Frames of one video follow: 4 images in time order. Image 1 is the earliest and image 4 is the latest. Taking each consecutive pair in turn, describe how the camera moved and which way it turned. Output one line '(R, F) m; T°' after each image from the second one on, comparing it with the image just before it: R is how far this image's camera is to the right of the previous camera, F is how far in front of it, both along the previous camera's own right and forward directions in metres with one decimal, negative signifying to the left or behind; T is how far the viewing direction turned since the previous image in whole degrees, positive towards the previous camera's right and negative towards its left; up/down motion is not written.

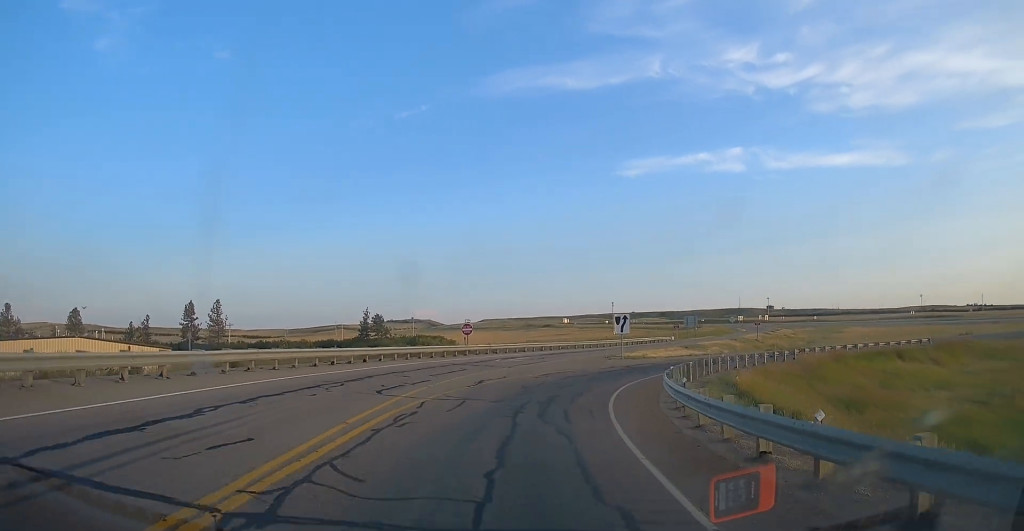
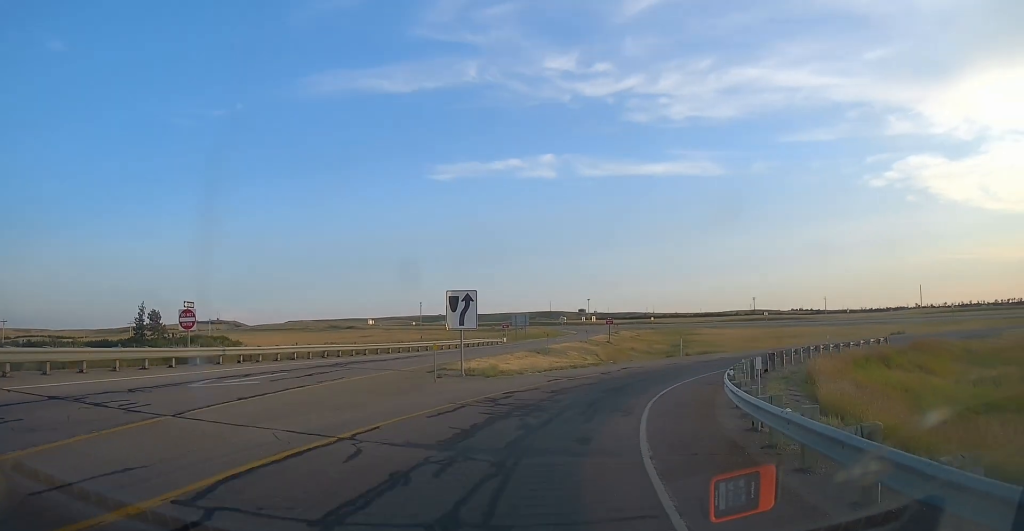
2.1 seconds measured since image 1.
(+0.4, +23.7) m; +8°
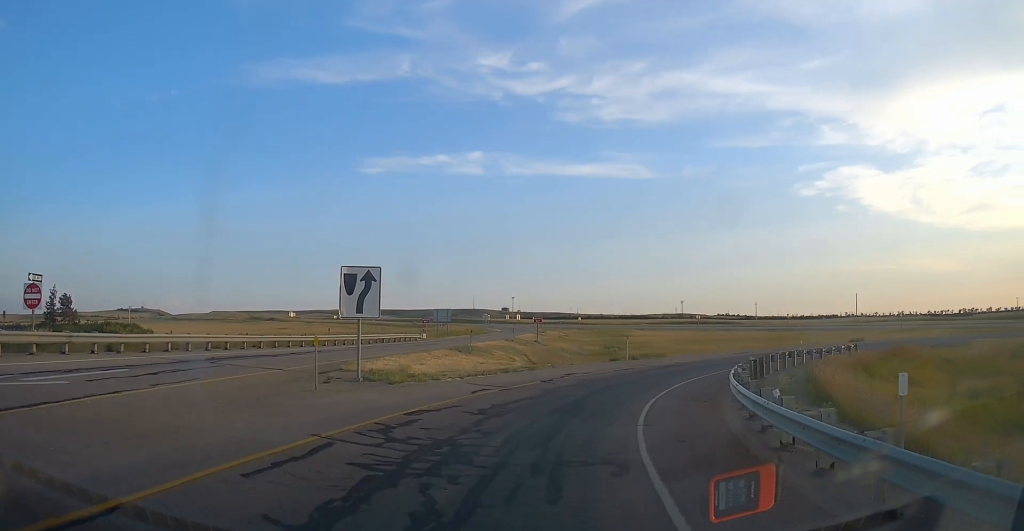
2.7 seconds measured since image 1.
(+0.7, +6.6) m; +8°
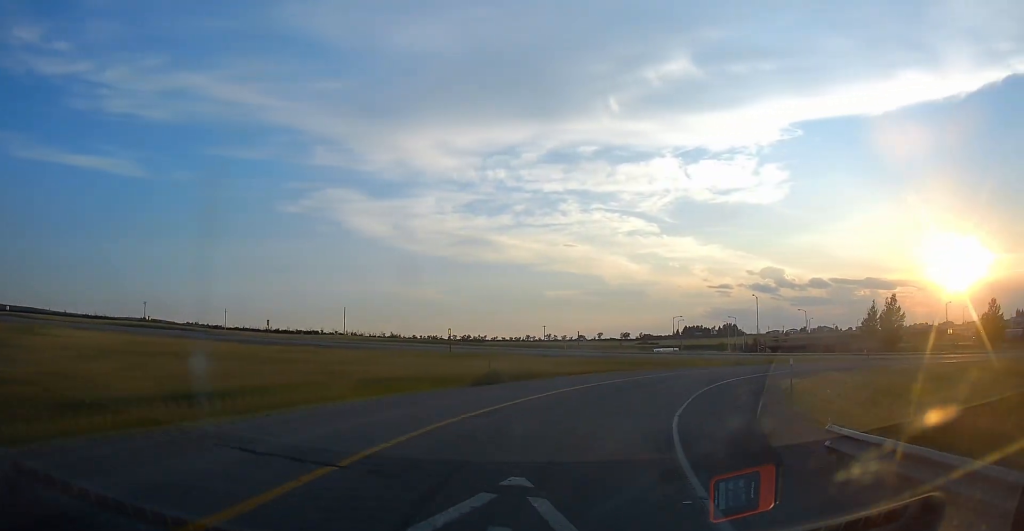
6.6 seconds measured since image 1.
(+16.0, +38.7) m; +45°
